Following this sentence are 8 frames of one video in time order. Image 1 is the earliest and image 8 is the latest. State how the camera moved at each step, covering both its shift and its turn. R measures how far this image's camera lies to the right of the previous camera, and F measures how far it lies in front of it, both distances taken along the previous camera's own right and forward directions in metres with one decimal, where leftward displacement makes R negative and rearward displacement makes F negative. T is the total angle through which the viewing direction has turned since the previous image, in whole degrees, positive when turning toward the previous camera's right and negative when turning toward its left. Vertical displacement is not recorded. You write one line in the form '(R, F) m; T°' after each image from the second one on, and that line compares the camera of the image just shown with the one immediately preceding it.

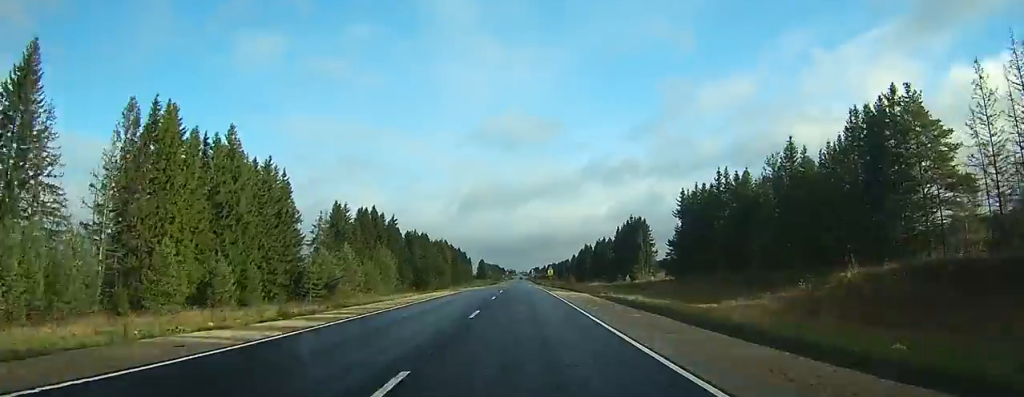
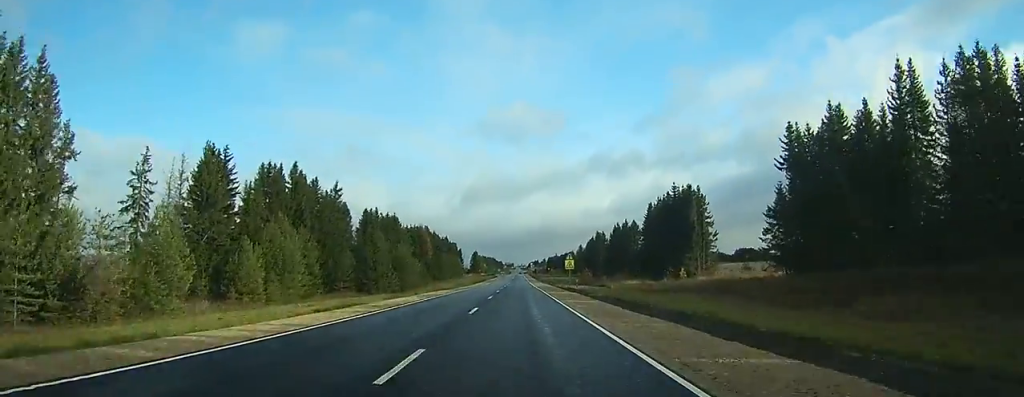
(0.0, +46.8) m; 0°
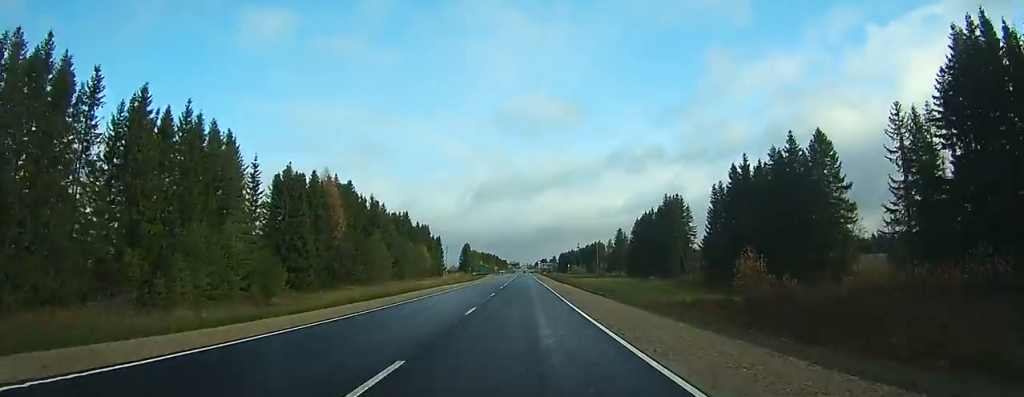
(-0.3, +98.3) m; 0°
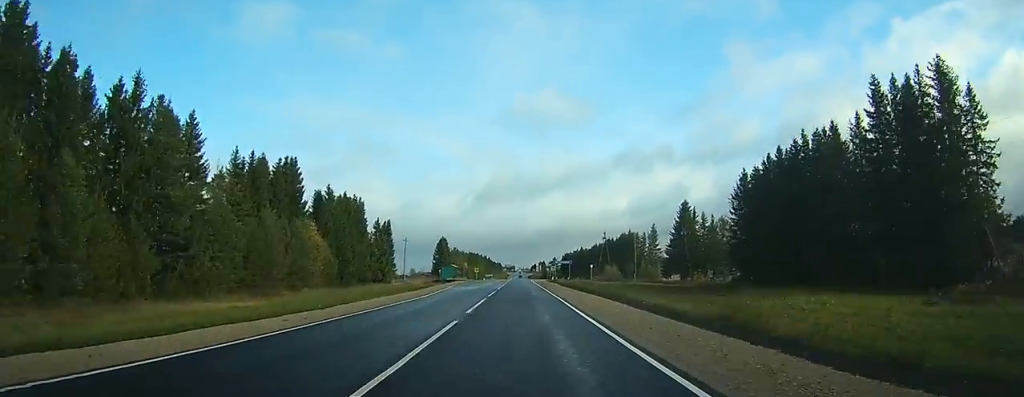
(+0.5, +77.7) m; 0°
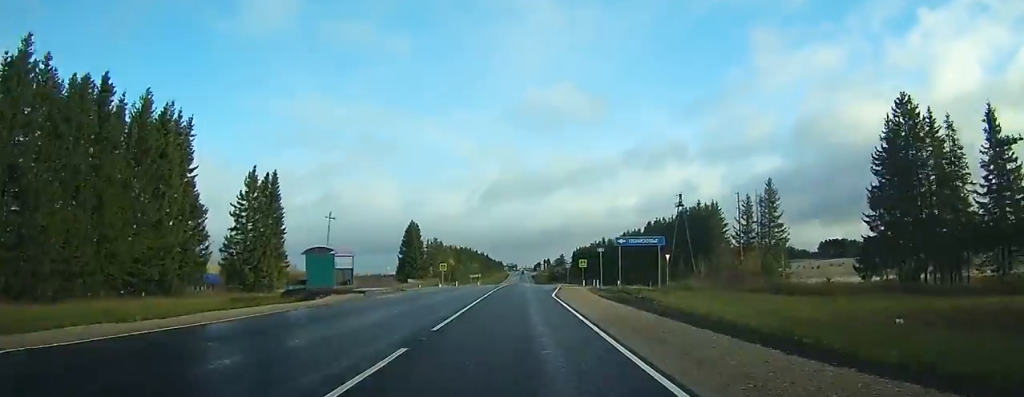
(0.0, +65.8) m; 0°
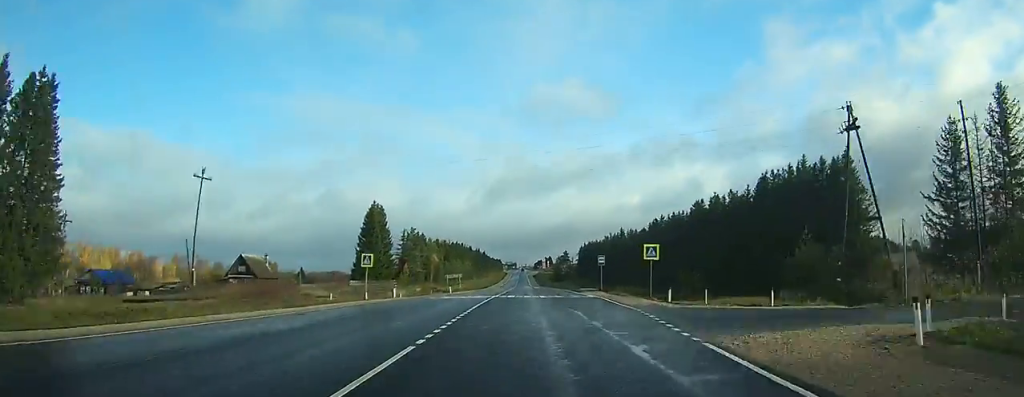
(0.0, +40.8) m; 0°
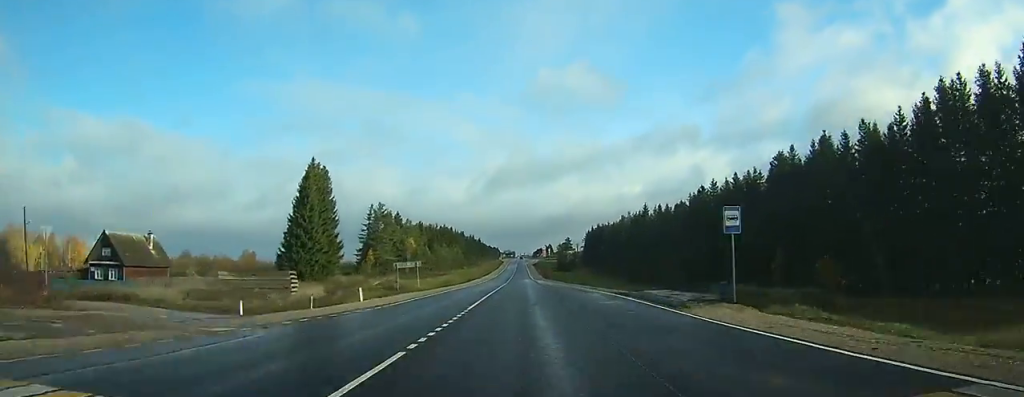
(-0.1, +35.3) m; 0°
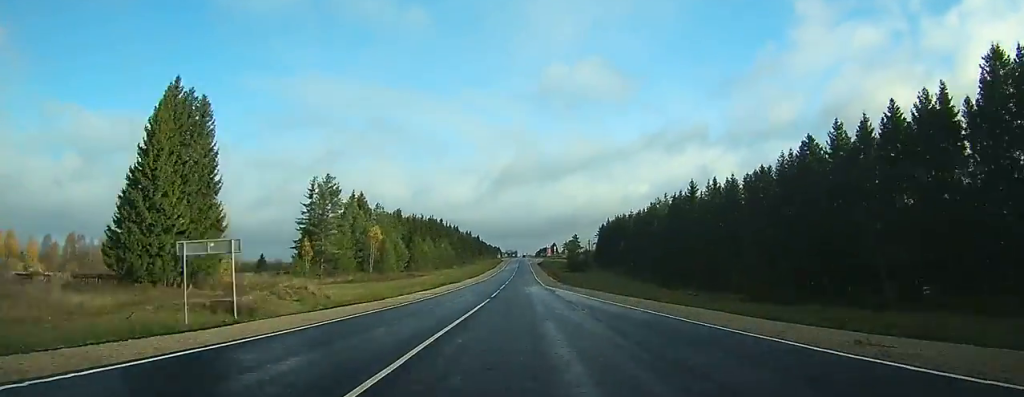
(-0.1, +36.7) m; 0°
